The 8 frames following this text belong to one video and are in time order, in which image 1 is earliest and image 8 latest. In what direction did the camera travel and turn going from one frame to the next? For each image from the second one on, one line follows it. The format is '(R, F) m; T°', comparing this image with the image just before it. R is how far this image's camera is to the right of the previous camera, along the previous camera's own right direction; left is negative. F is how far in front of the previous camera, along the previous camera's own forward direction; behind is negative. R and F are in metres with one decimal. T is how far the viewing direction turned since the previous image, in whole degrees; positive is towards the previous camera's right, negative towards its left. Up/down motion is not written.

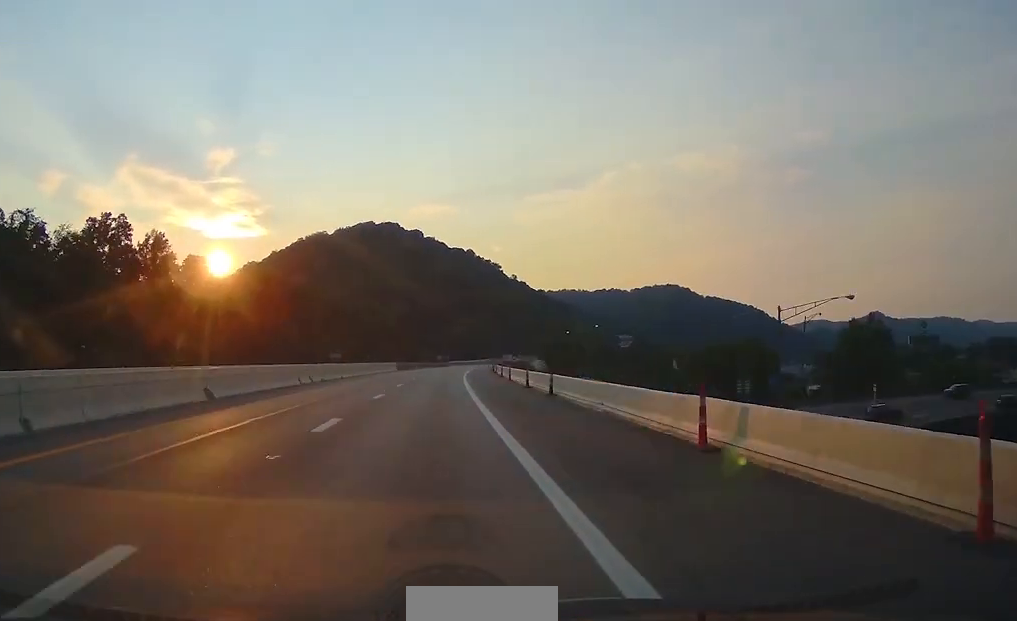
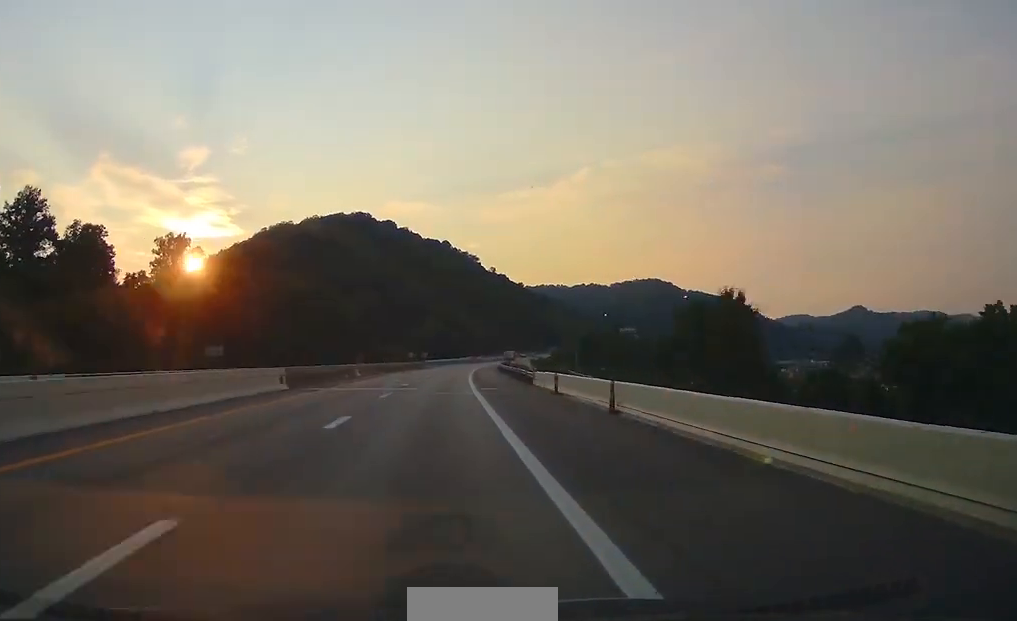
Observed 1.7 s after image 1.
(+0.6, +58.9) m; +2°
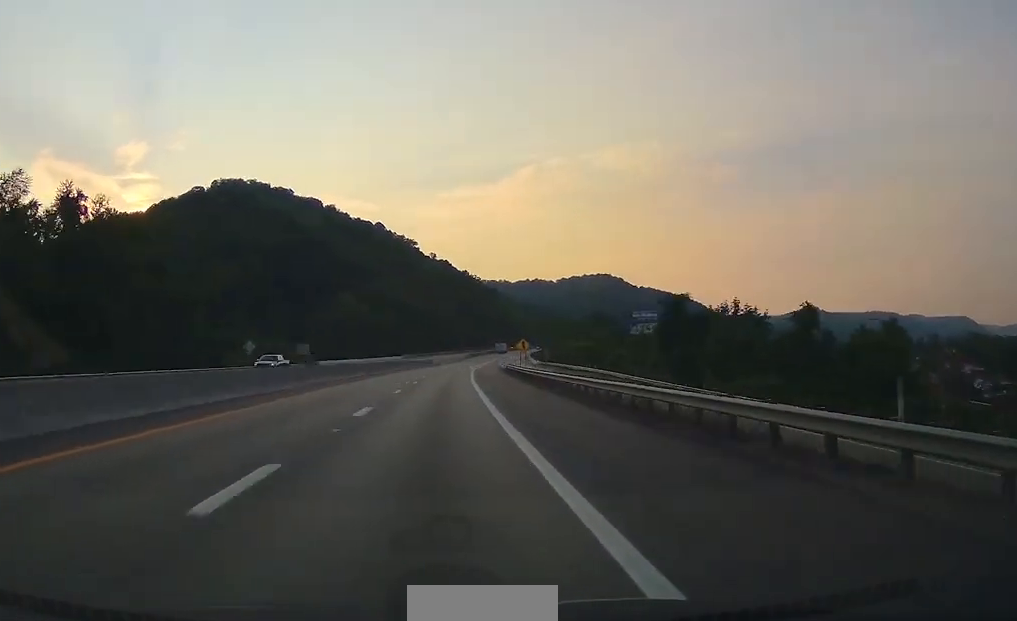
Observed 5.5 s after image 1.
(+6.1, +126.0) m; +5°
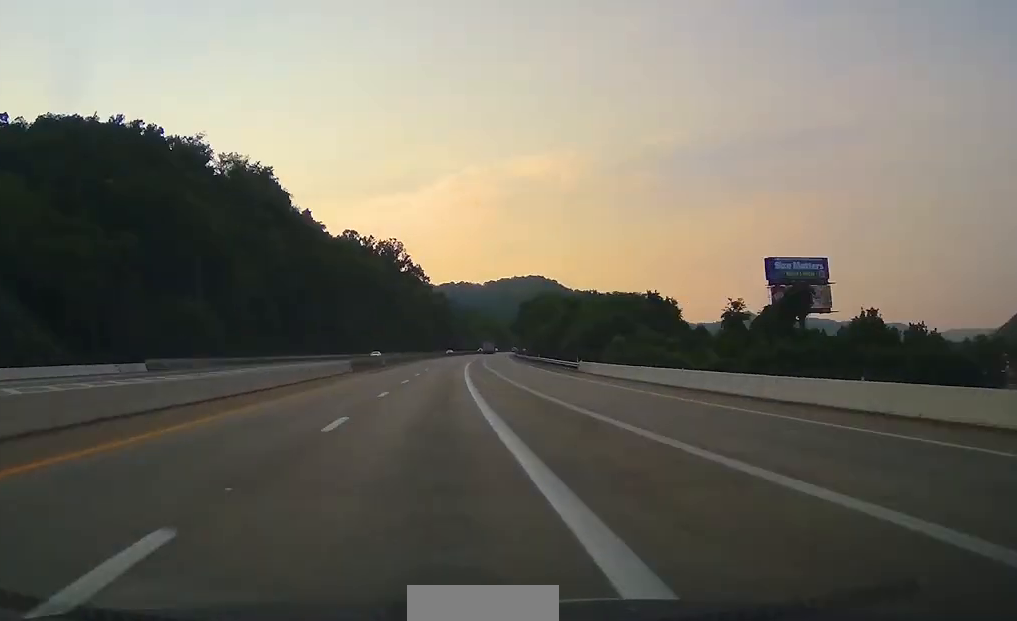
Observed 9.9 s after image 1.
(+7.9, +146.4) m; +6°
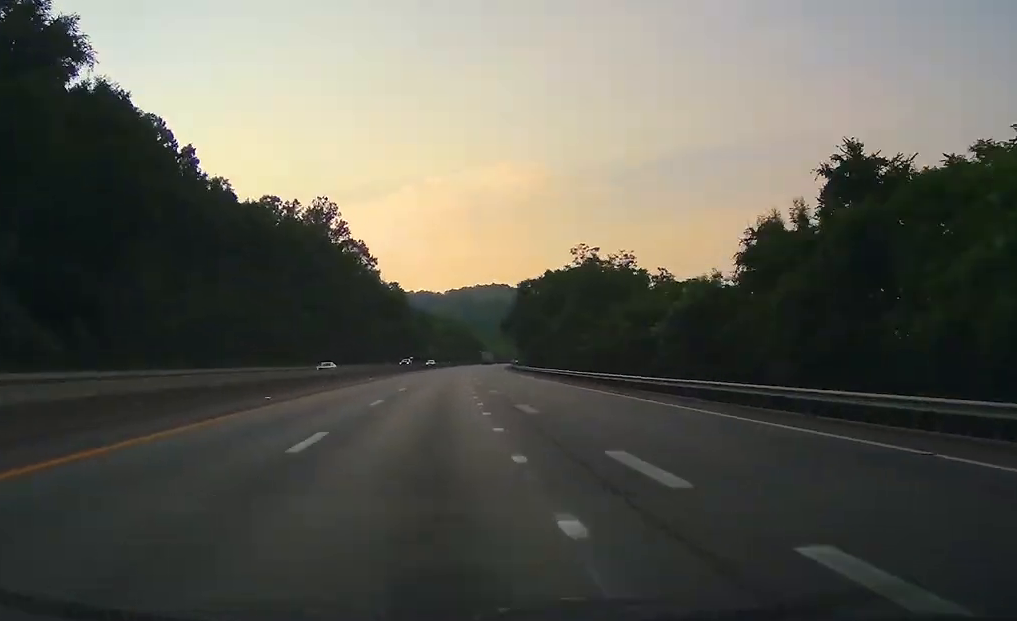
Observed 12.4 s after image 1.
(+2.5, +82.2) m; +3°
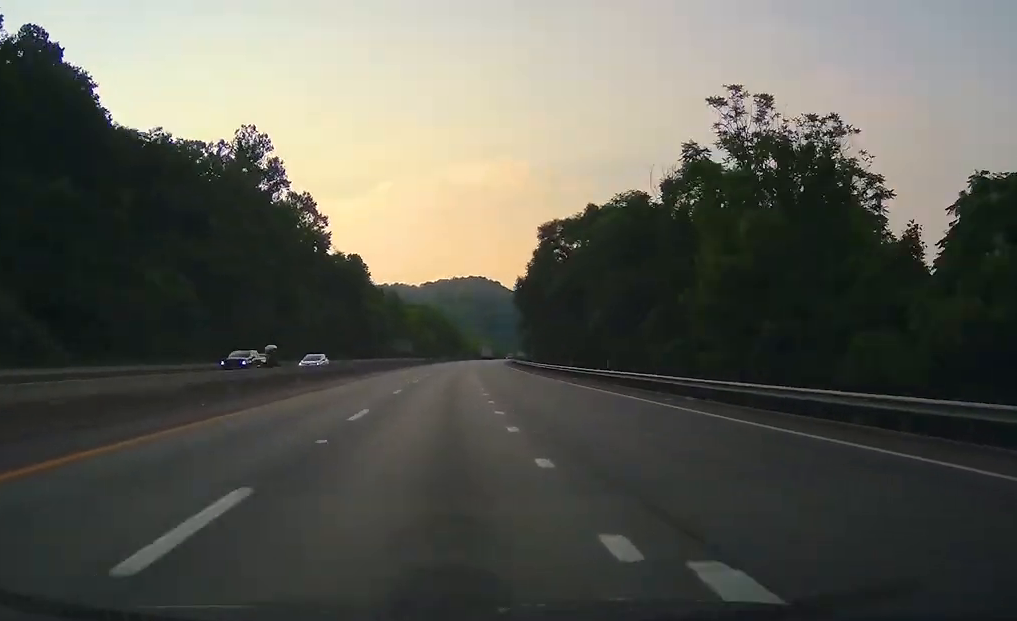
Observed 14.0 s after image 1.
(0.0, +51.4) m; +2°
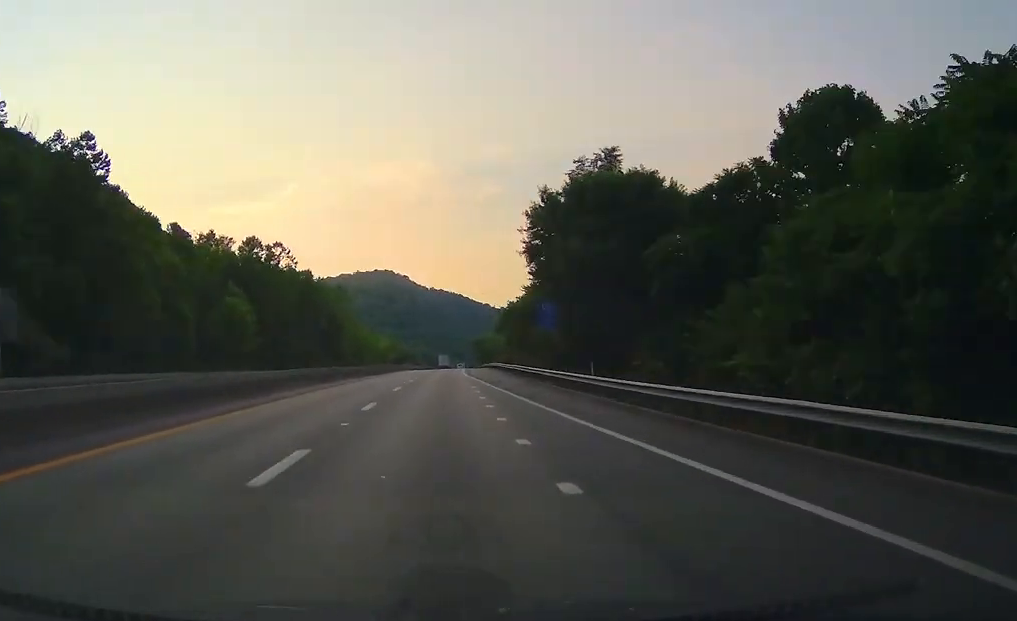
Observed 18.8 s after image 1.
(+7.8, +147.2) m; +5°
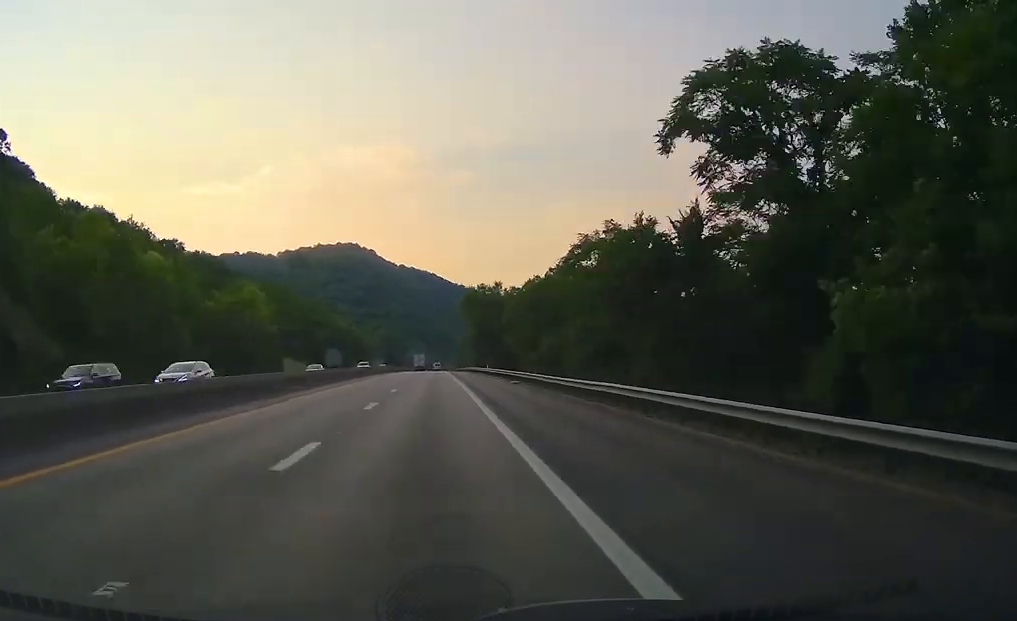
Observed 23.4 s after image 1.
(+3.8, +124.2) m; +2°
